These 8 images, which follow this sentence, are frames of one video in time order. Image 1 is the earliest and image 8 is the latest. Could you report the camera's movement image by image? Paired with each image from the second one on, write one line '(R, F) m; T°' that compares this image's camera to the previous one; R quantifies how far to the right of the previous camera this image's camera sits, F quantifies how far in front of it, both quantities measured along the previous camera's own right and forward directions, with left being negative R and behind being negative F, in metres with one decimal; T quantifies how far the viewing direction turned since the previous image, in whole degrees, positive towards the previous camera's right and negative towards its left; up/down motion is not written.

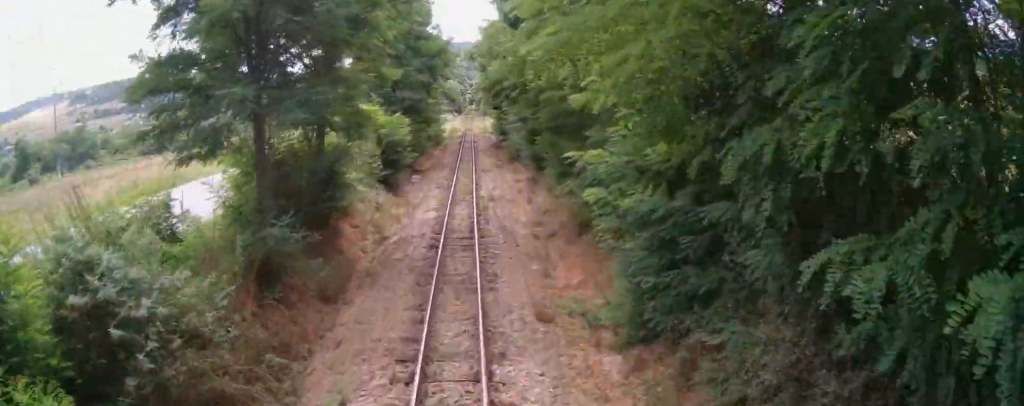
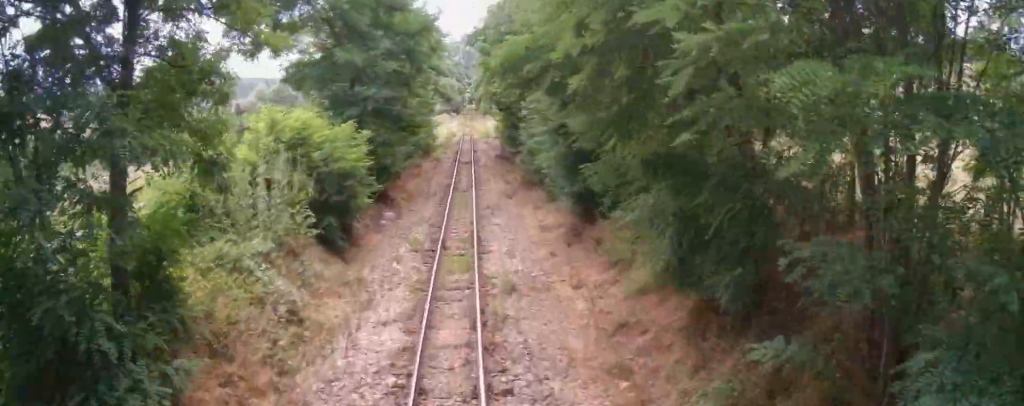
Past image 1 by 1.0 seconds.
(0.0, +9.8) m; 0°
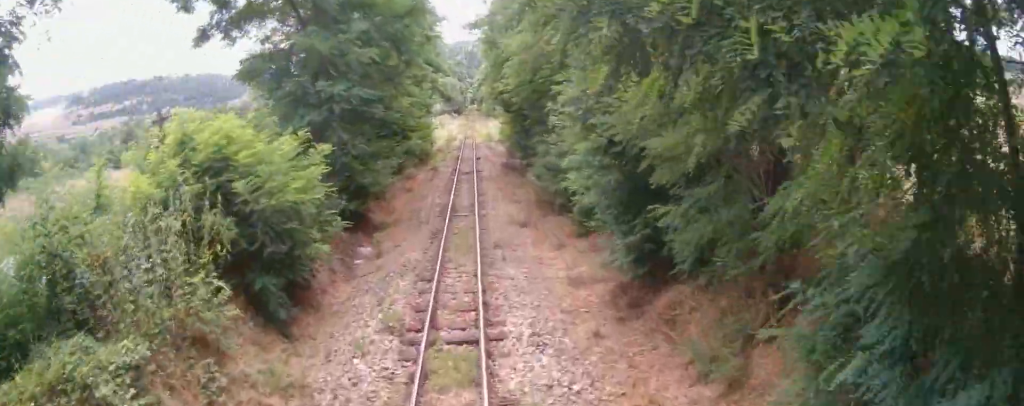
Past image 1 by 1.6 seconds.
(0.0, +4.9) m; 0°
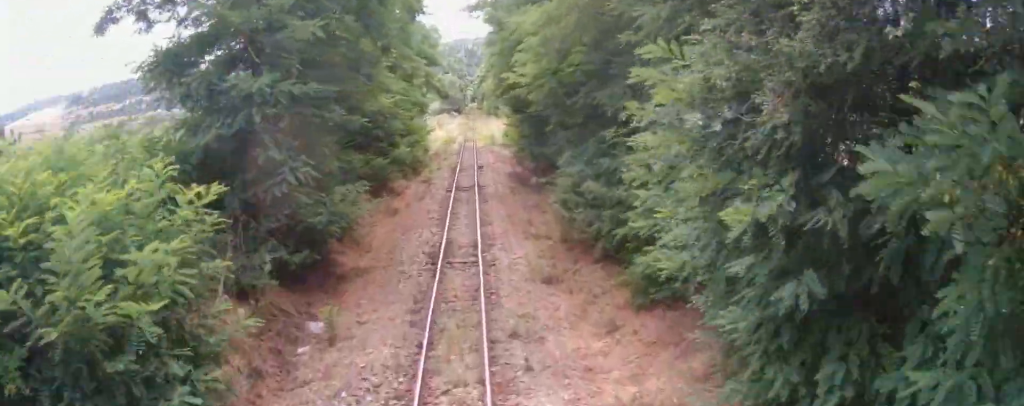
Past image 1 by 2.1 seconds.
(0.0, +5.3) m; 0°
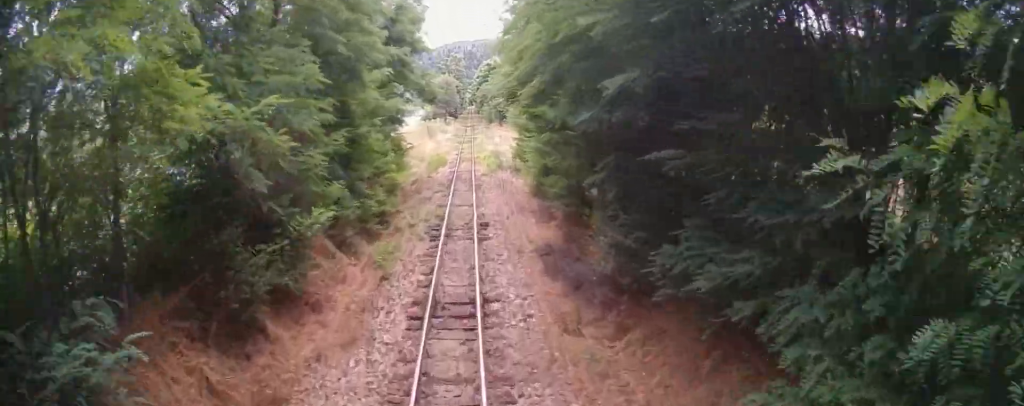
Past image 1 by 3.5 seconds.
(+0.3, +13.0) m; +3°
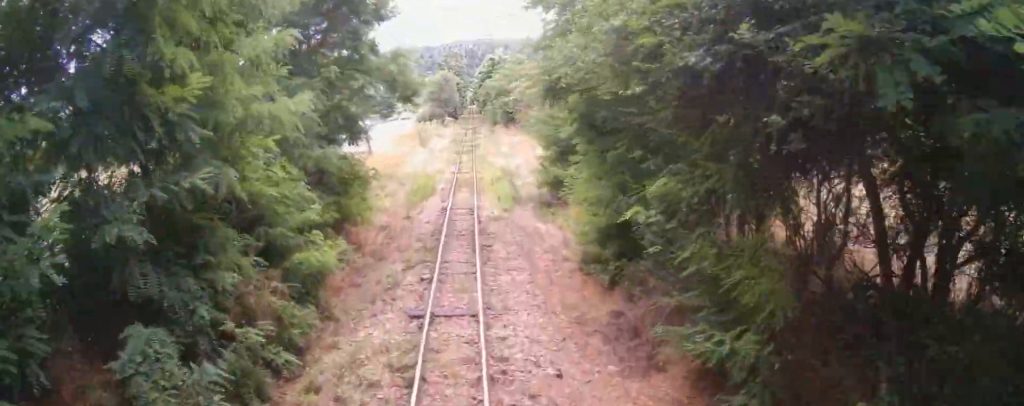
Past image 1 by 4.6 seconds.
(+0.1, +10.3) m; -1°
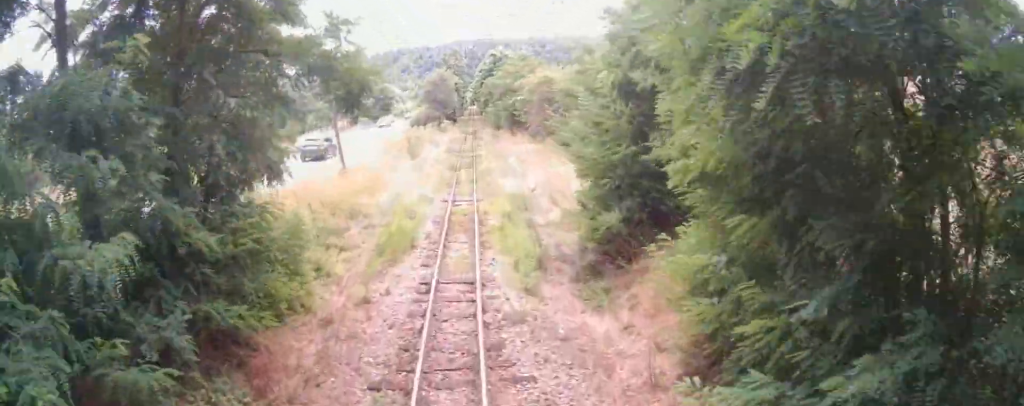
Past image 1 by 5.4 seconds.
(-0.2, +7.6) m; -2°
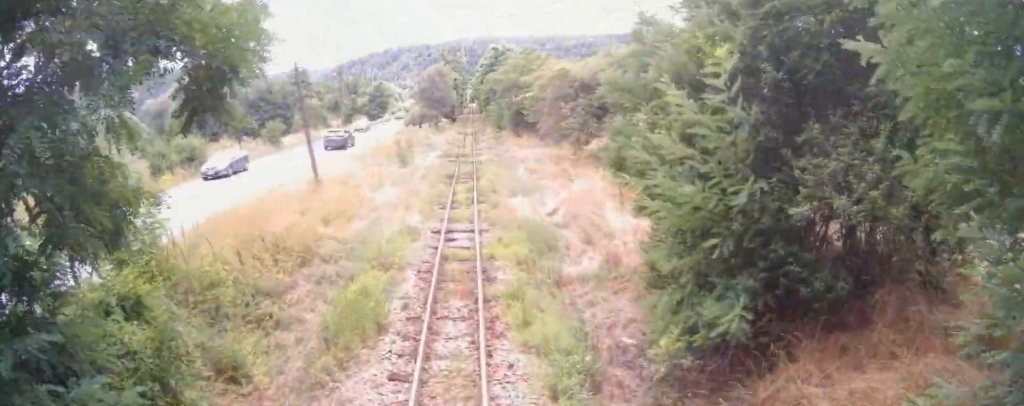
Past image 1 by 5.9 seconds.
(0.0, +5.3) m; 0°
